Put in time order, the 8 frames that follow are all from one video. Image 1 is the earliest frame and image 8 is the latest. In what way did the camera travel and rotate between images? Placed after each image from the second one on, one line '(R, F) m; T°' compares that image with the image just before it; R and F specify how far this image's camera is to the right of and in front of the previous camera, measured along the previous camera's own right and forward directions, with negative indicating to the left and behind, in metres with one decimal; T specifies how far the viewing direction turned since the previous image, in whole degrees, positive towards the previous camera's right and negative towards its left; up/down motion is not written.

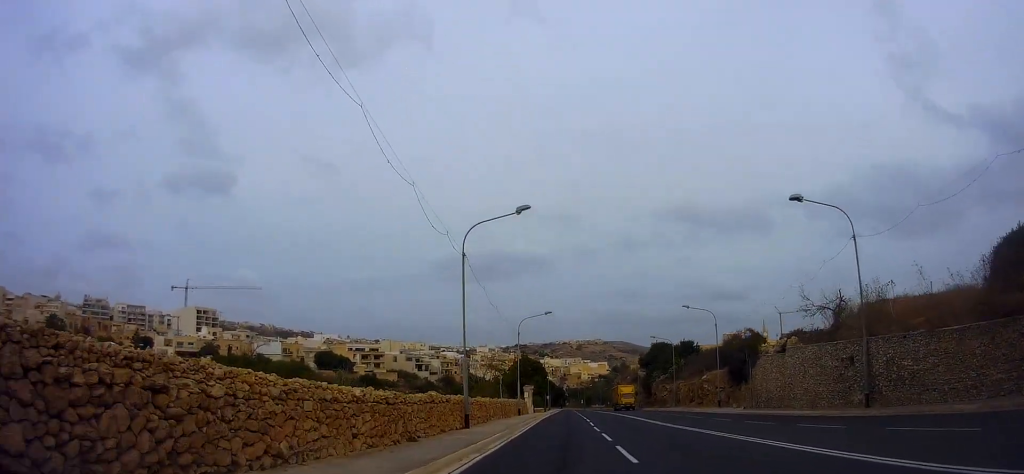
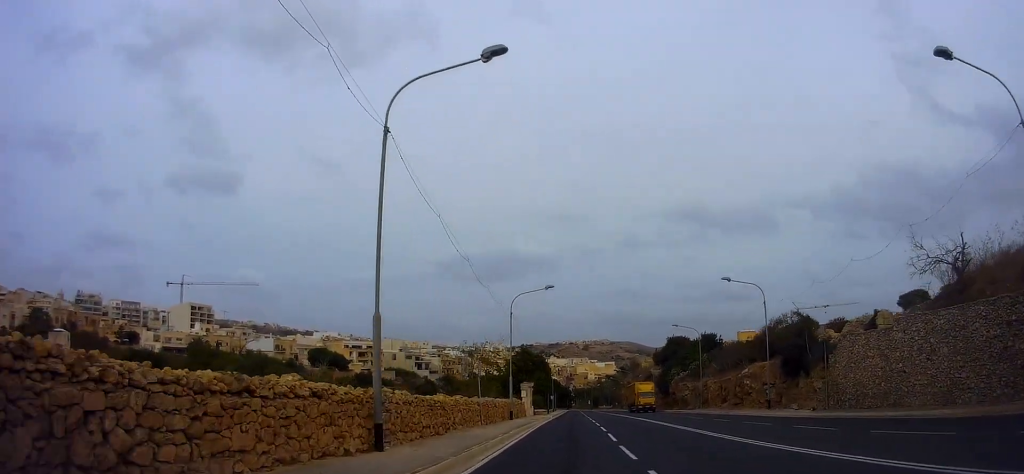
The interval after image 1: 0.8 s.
(-0.2, +10.4) m; -1°
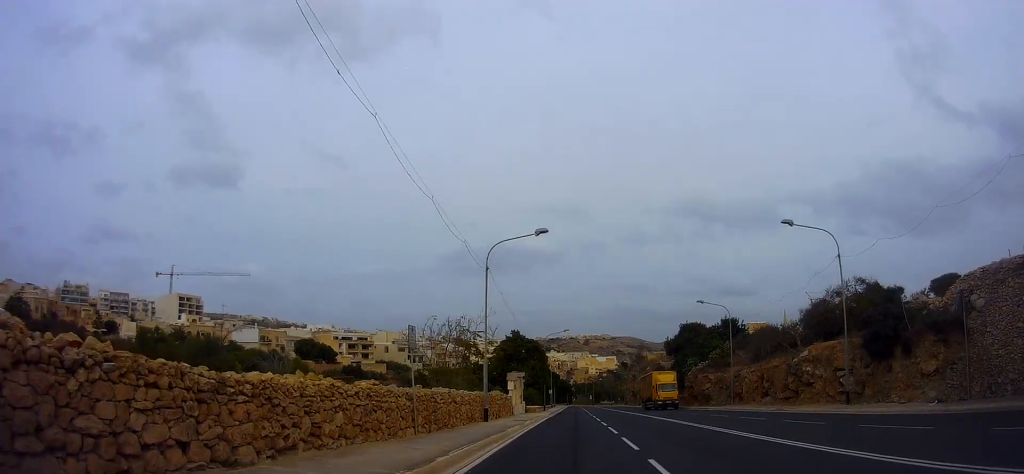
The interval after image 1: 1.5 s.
(-0.4, +10.5) m; 0°
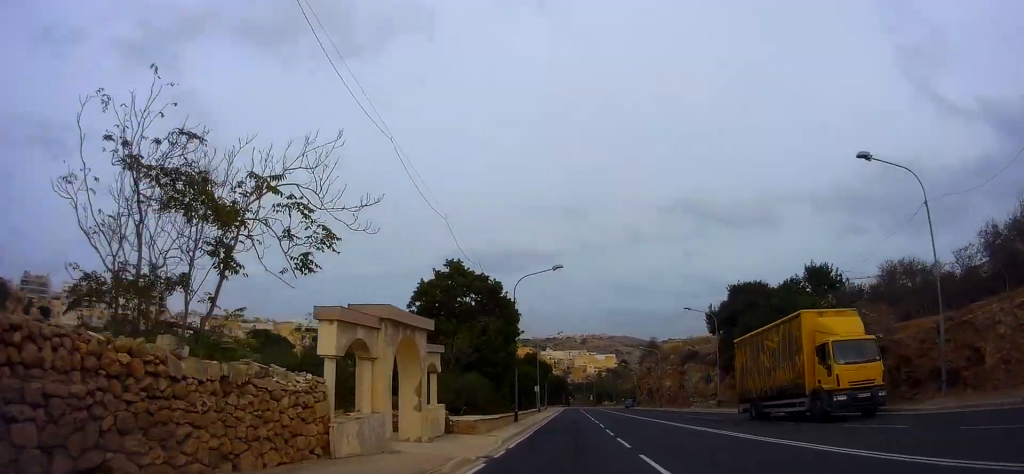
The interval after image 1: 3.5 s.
(0.0, +27.2) m; +1°
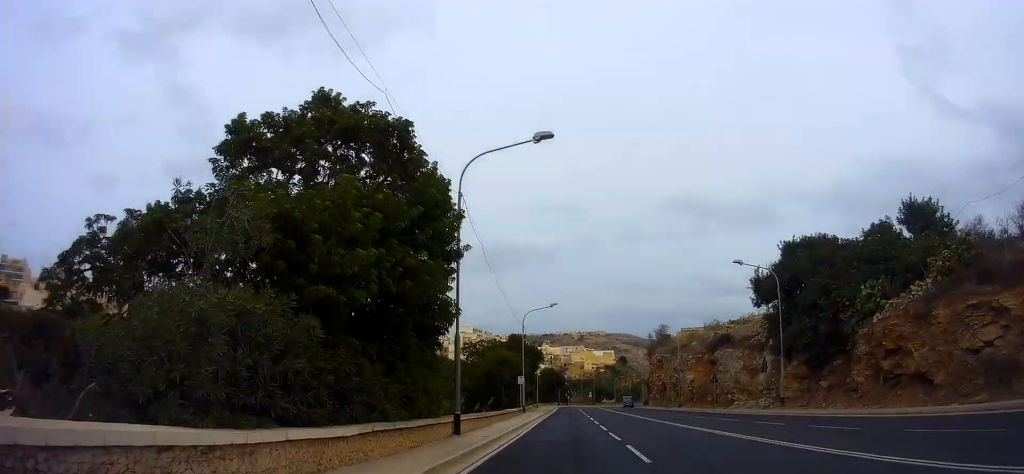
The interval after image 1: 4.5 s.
(+1.0, +15.1) m; +1°
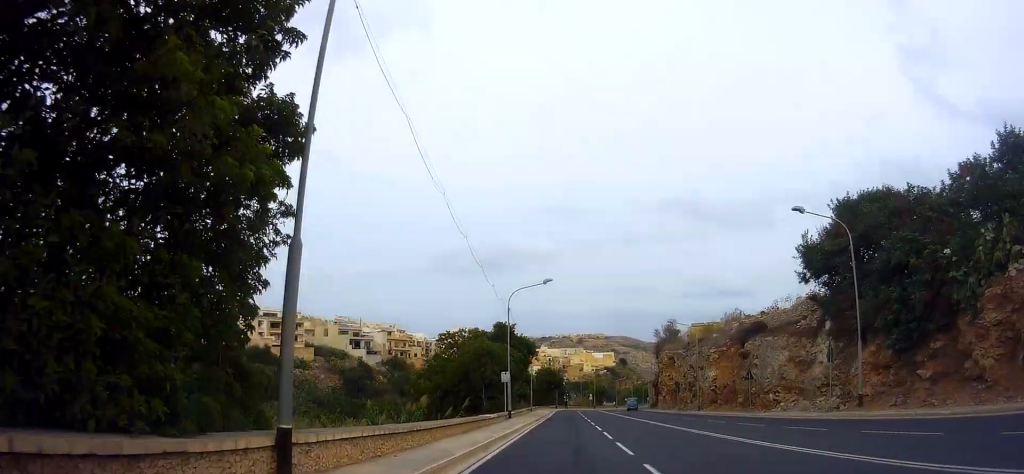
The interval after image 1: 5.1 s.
(-0.5, +9.5) m; -2°
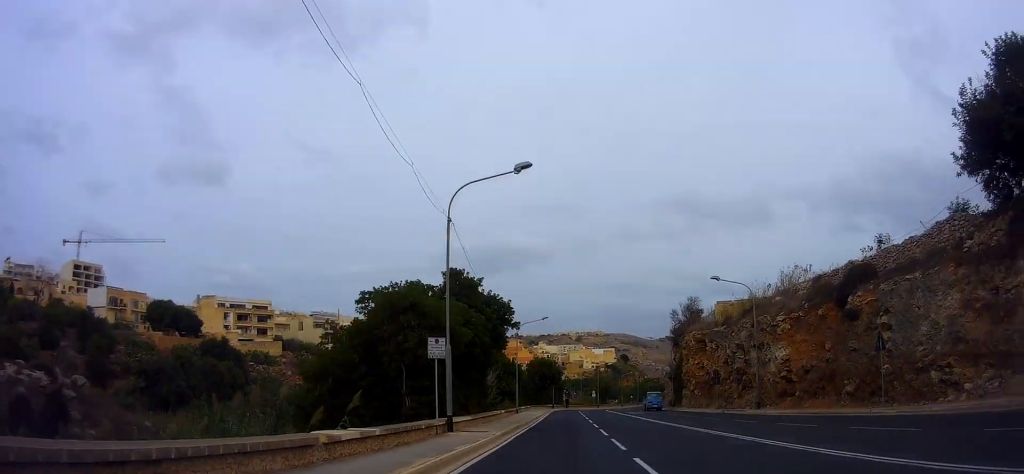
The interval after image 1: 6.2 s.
(-0.2, +16.7) m; -1°
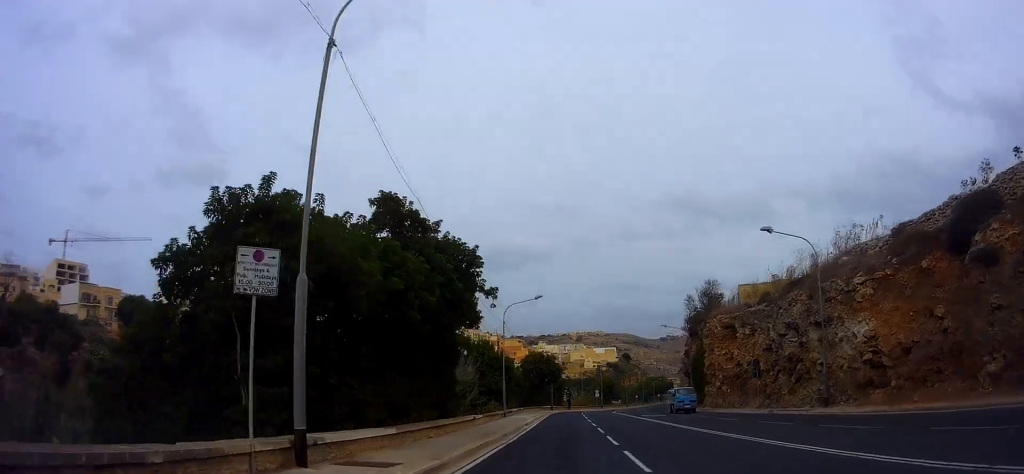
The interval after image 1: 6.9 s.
(0.0, +9.7) m; +2°
